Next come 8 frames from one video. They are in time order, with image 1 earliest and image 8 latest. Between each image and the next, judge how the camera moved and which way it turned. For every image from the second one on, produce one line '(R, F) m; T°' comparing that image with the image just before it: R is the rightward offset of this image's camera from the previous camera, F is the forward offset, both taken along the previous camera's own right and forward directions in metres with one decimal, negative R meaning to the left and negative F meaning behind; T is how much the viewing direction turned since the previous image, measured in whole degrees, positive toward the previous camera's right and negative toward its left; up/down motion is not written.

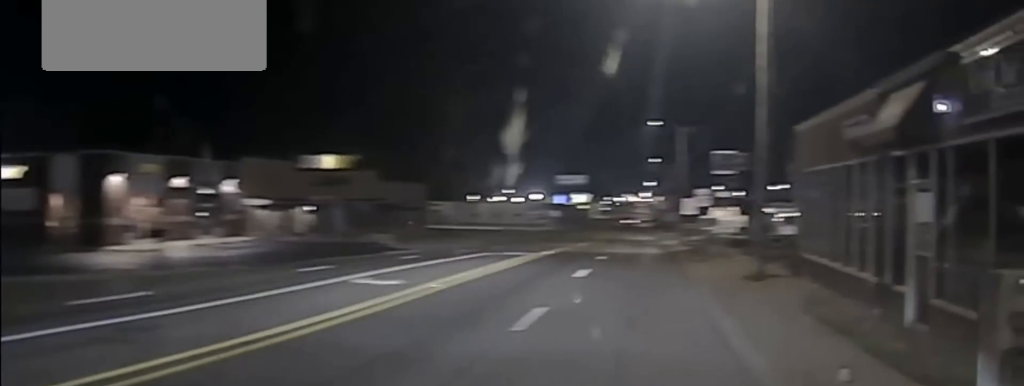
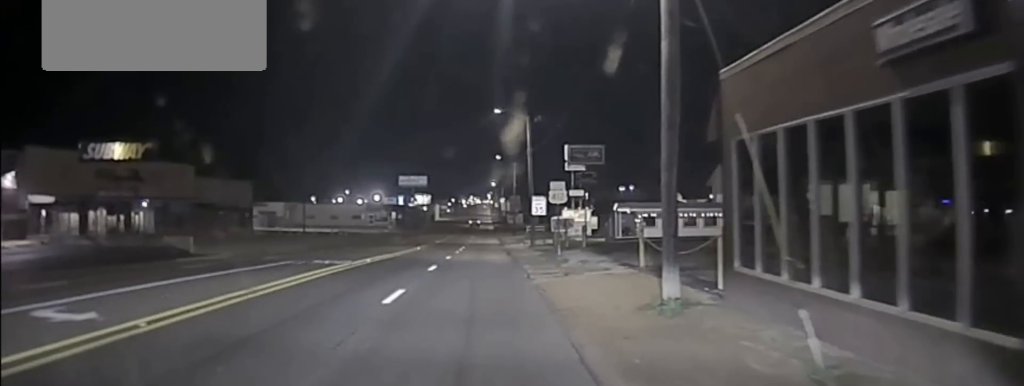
(+1.2, +8.5) m; +11°
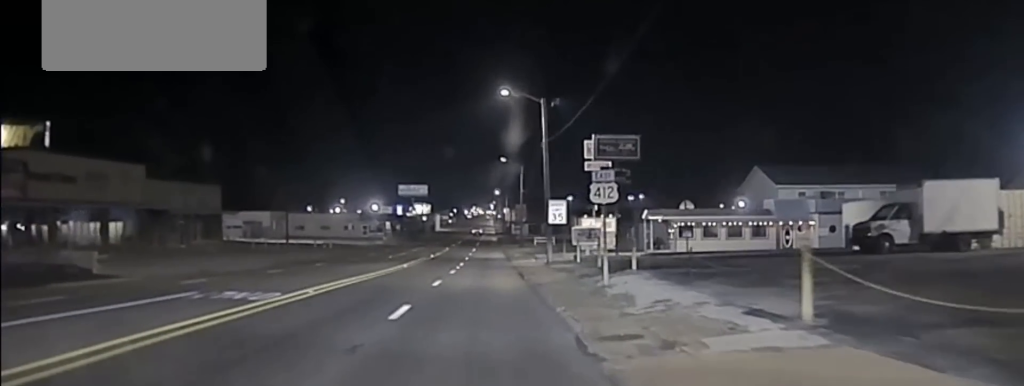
(+0.8, +13.1) m; +3°
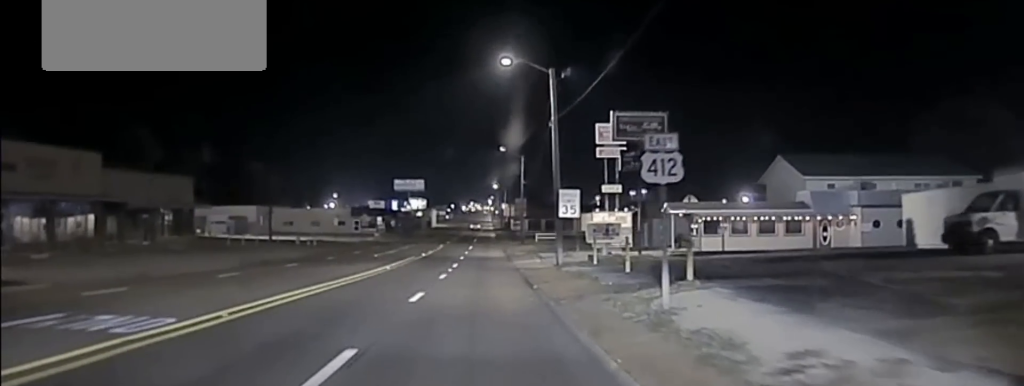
(-0.5, +8.4) m; -6°
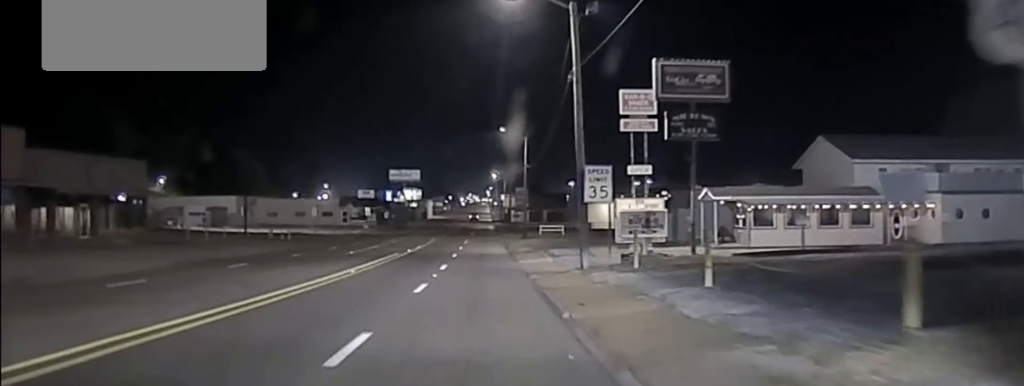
(-0.6, +10.7) m; -1°
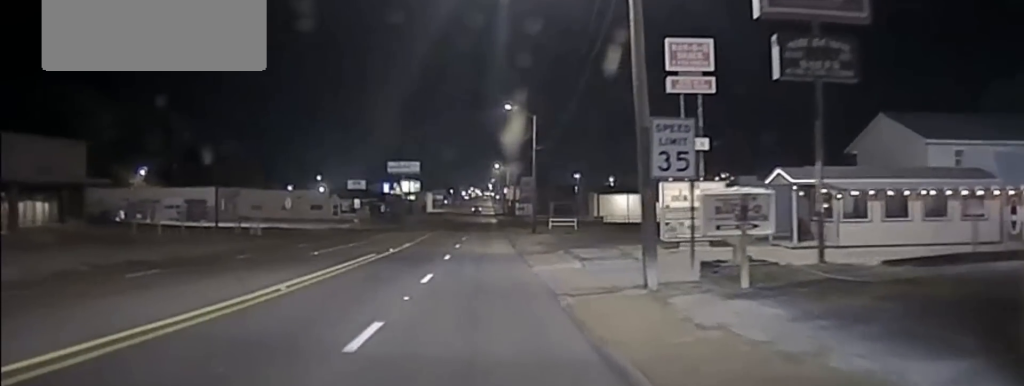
(+0.6, +11.5) m; +3°
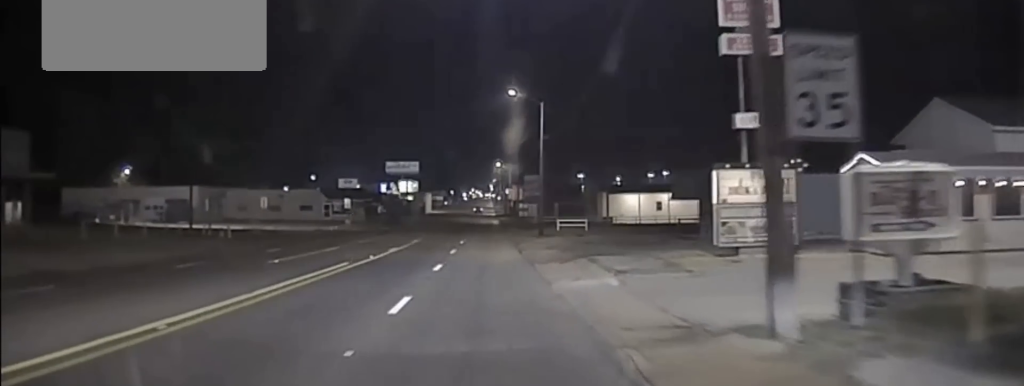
(0.0, +7.4) m; 0°
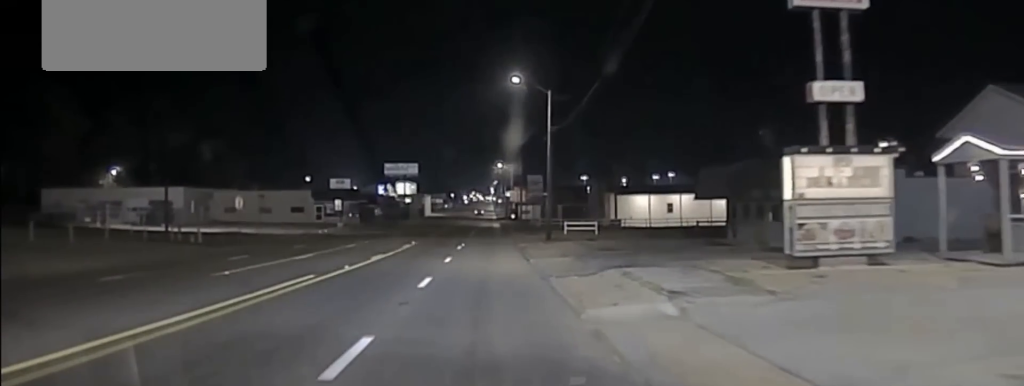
(0.0, +6.6) m; 0°
